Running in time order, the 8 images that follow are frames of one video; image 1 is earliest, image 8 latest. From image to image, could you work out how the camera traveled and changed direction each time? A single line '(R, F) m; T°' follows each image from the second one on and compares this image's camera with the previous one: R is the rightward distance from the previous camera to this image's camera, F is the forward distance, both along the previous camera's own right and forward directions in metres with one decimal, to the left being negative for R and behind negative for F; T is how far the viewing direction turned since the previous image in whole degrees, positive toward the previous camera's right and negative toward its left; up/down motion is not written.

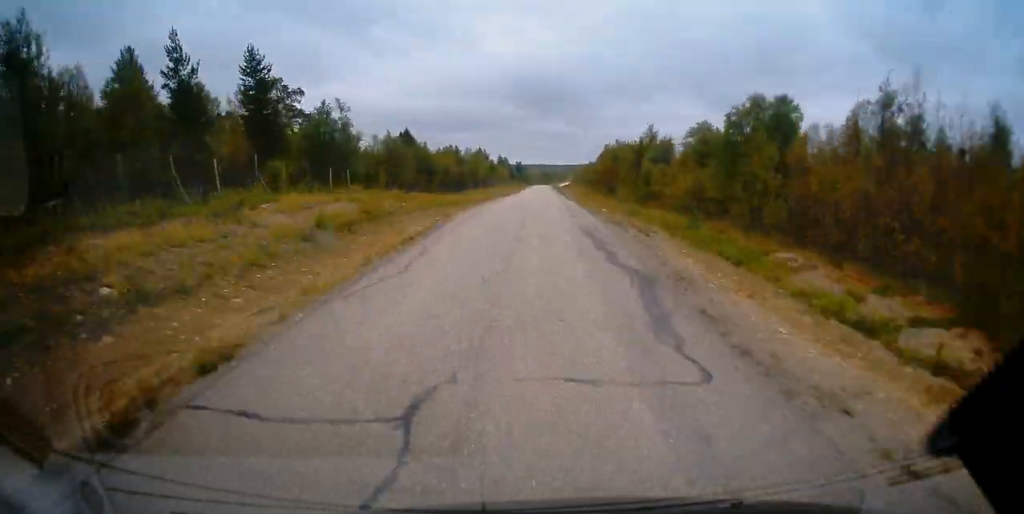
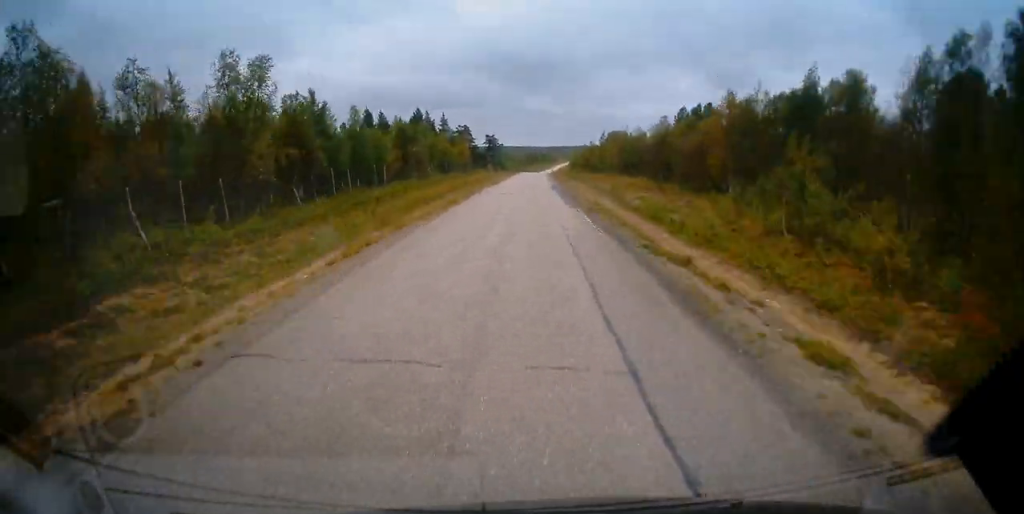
(+1.7, +99.8) m; +2°
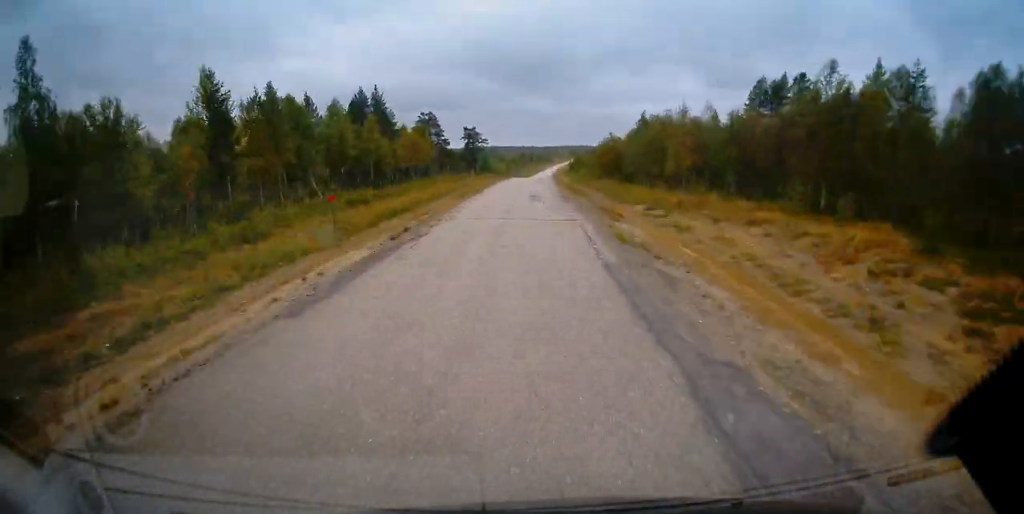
(+0.1, +42.7) m; +1°
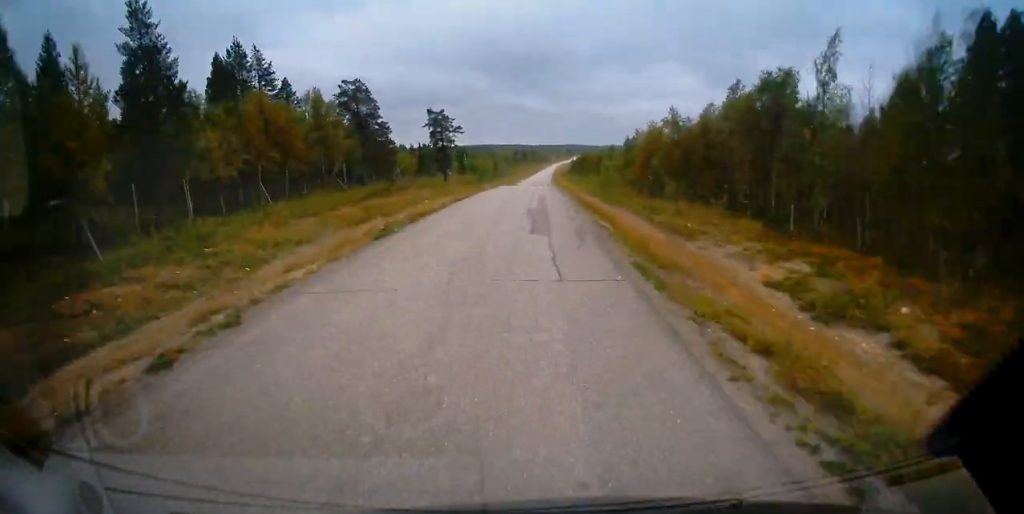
(+0.3, +42.9) m; +1°
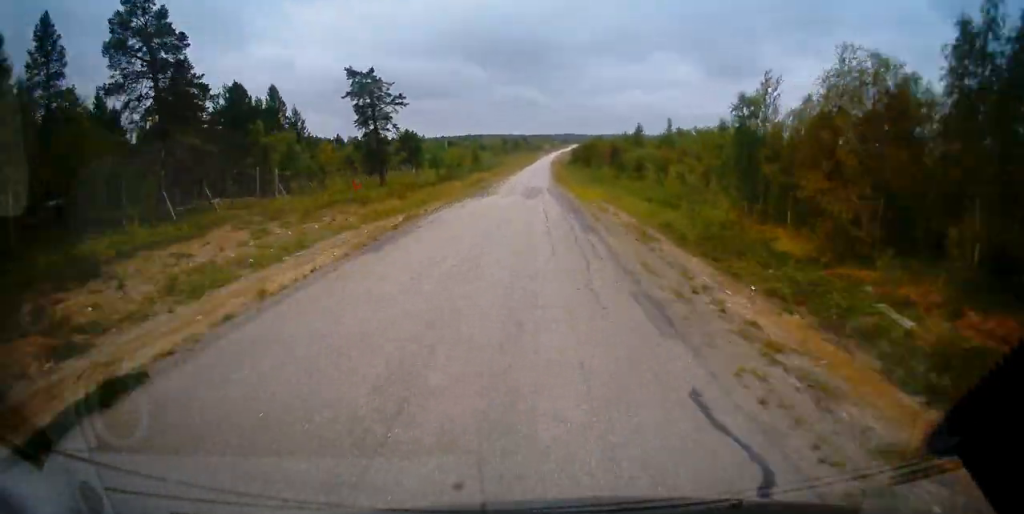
(+0.1, +38.0) m; 0°
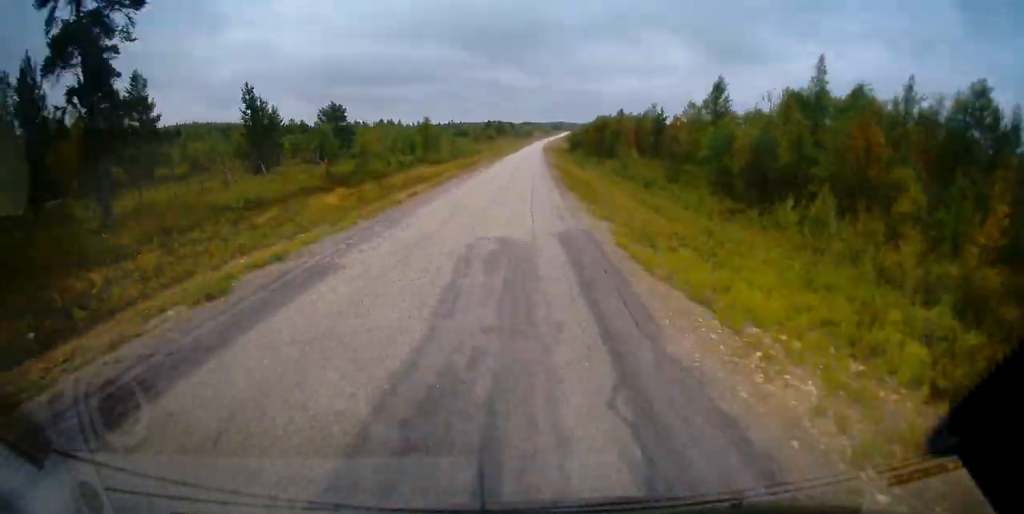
(+0.3, +40.0) m; 0°
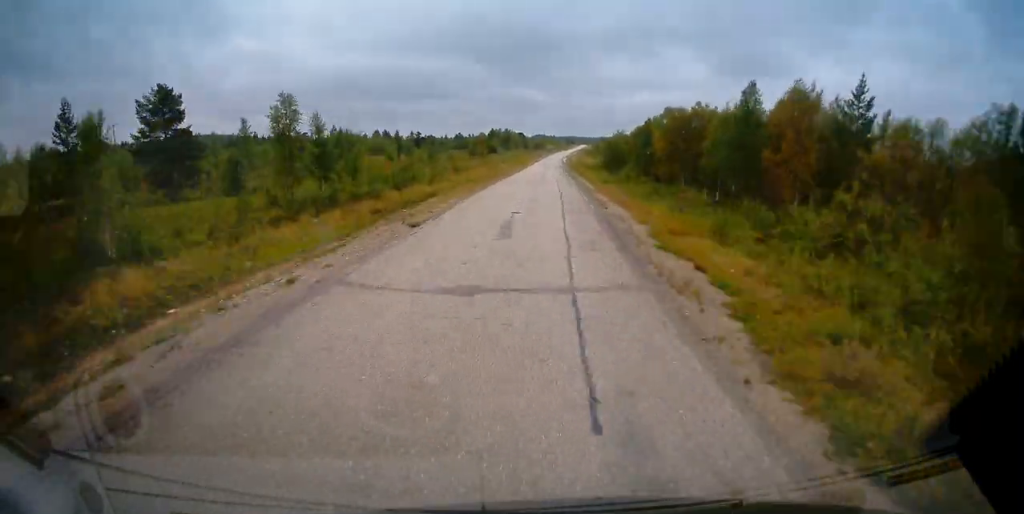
(+0.2, +46.8) m; +1°
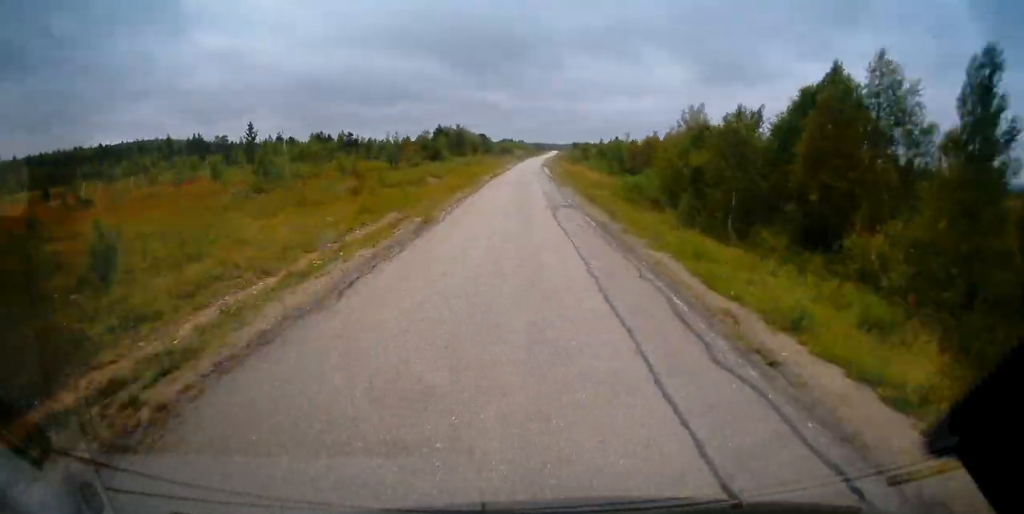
(+0.3, +57.7) m; +1°
